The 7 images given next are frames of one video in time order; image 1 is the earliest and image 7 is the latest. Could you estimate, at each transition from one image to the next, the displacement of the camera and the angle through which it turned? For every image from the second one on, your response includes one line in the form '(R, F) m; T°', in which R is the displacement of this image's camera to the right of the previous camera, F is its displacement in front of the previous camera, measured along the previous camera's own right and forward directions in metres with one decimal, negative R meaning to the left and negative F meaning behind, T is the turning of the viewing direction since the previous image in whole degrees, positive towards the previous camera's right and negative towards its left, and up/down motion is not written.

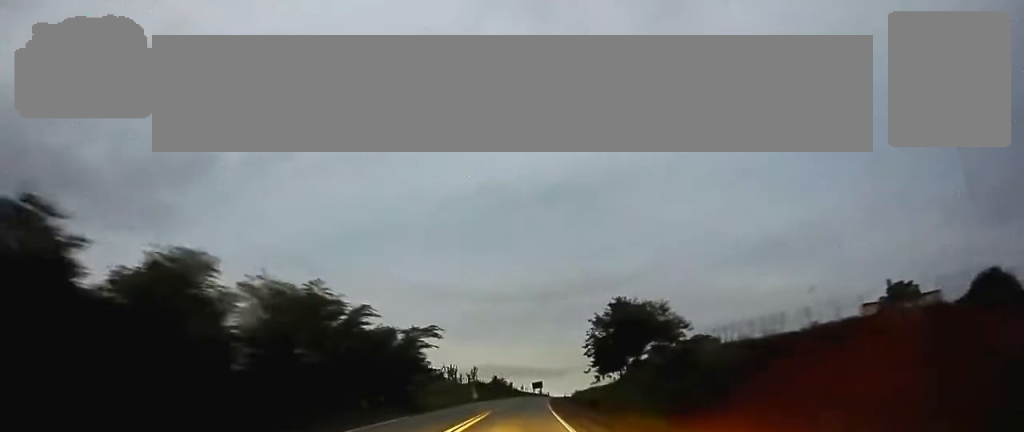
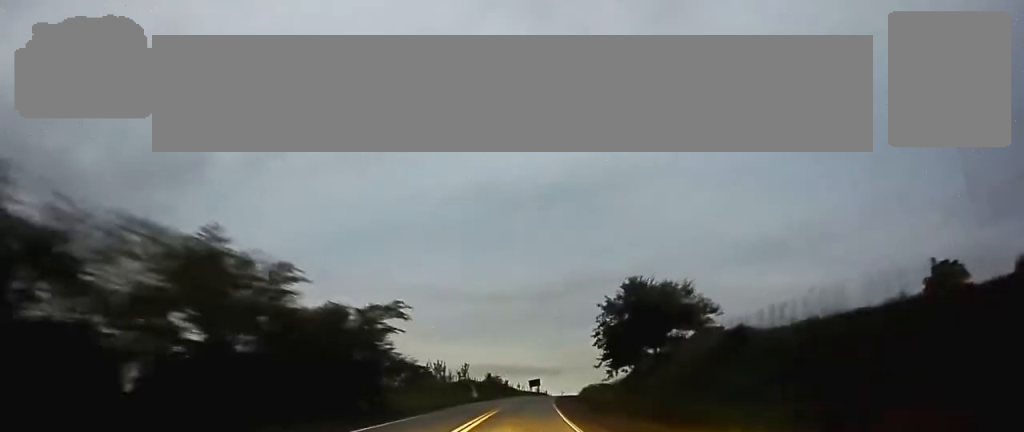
(0.0, +12.9) m; 0°
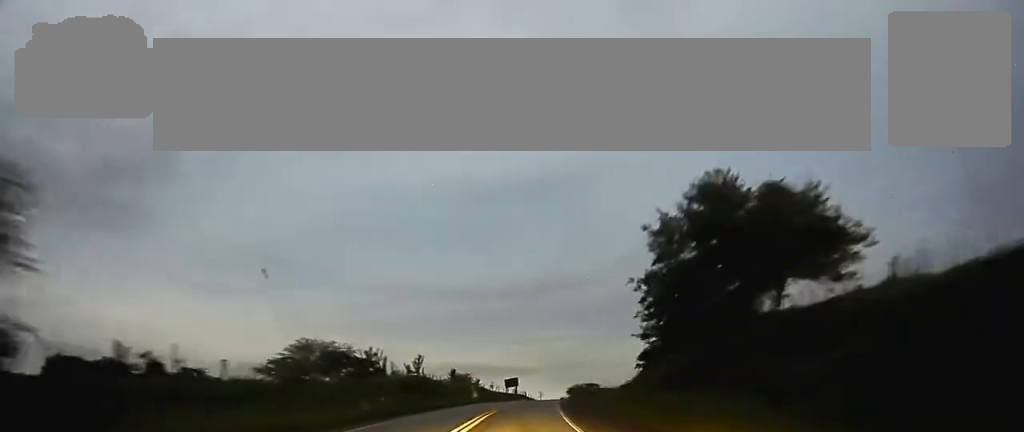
(+0.3, +33.0) m; +2°
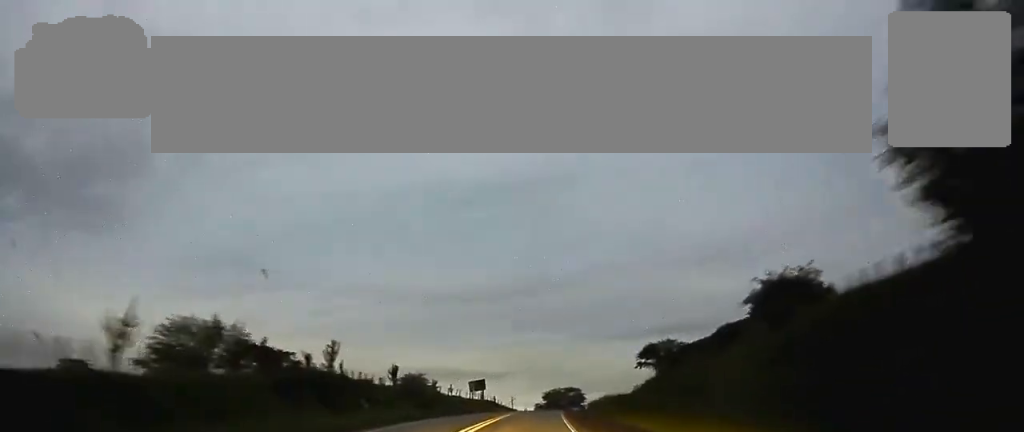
(+0.6, +31.0) m; +2°
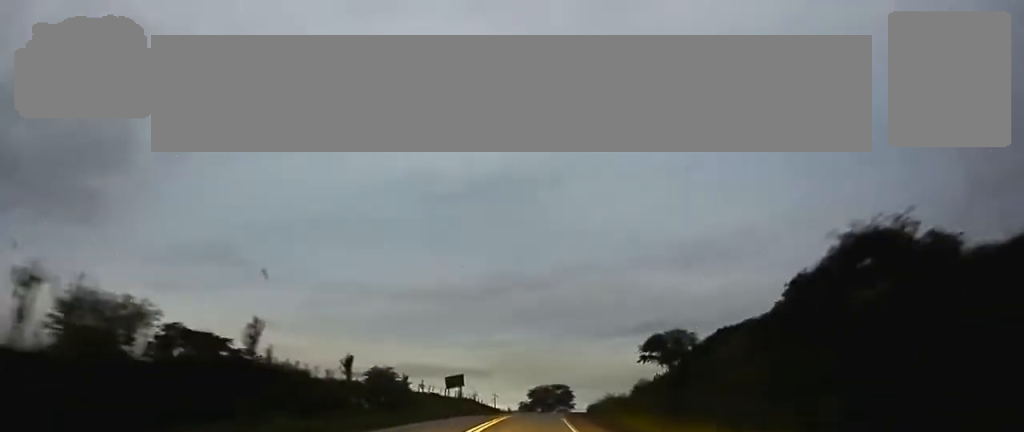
(+0.2, +15.6) m; +1°
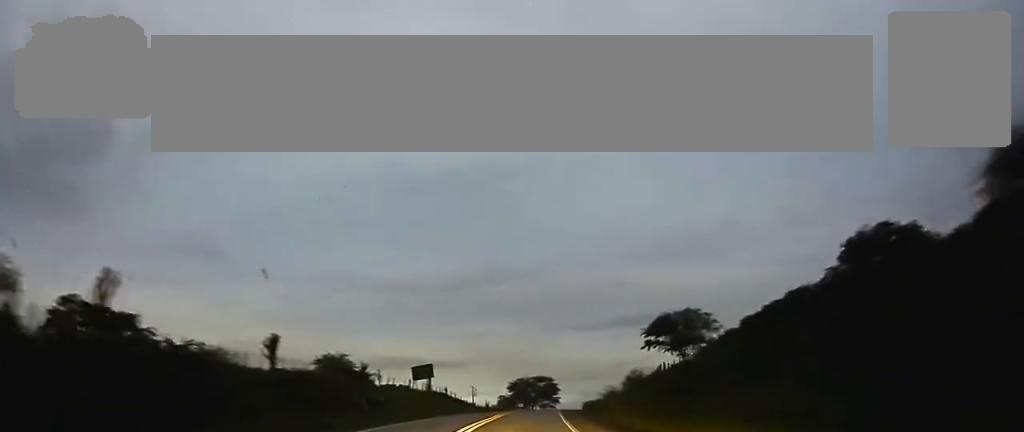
(0.0, +16.6) m; +1°
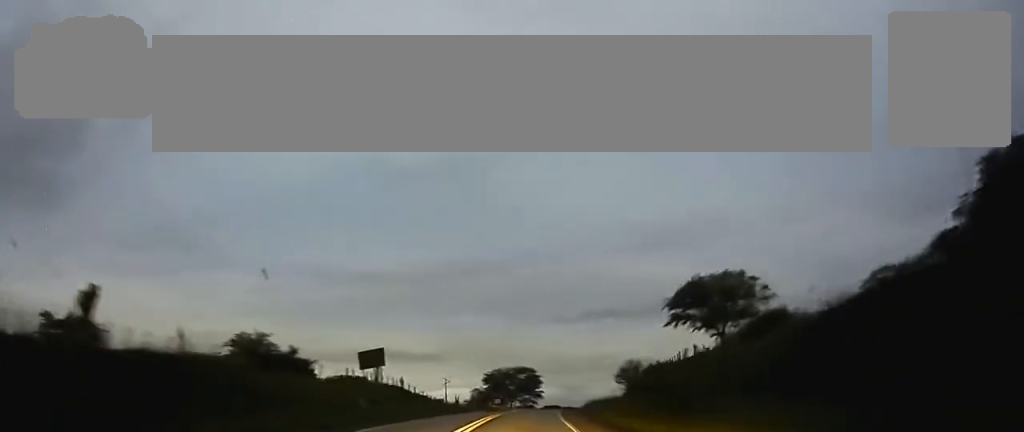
(+0.6, +22.2) m; +2°
